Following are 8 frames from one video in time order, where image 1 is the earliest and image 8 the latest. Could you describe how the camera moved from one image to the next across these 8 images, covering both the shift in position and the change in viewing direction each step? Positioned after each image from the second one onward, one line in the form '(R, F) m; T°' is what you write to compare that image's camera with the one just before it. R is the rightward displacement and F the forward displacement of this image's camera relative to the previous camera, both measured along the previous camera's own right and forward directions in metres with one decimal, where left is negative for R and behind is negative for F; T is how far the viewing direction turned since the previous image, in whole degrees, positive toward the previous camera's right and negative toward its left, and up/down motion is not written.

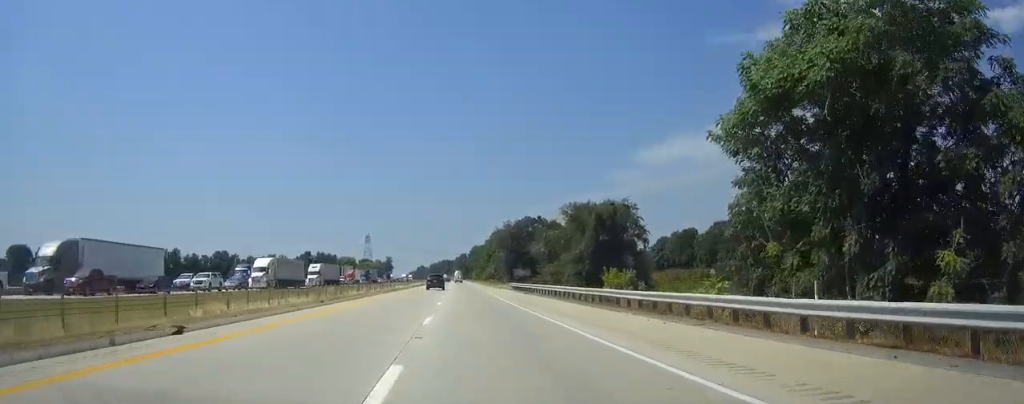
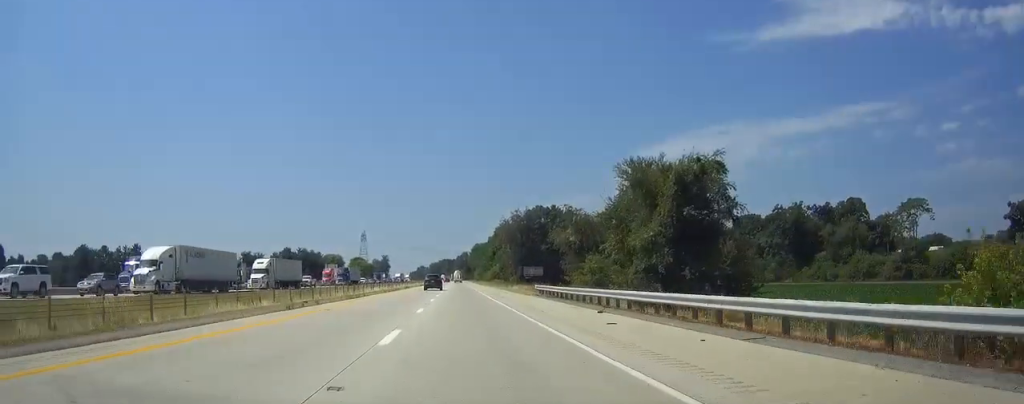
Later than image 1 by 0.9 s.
(-0.1, +30.5) m; 0°
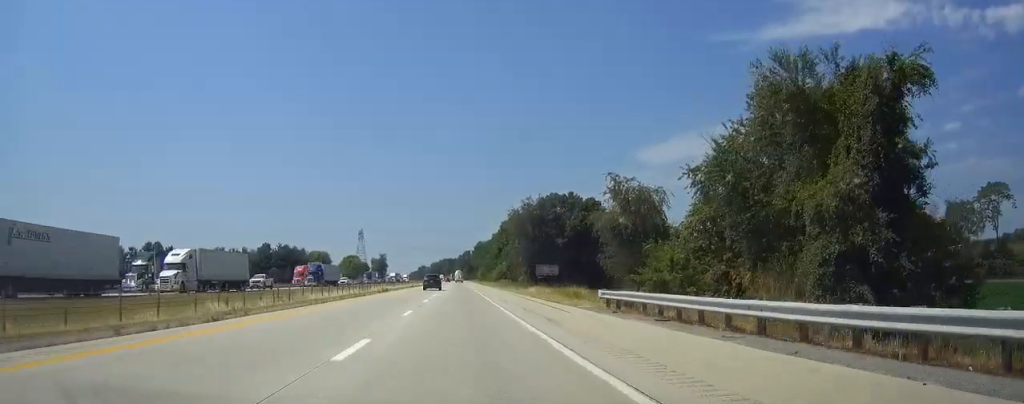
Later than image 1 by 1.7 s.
(0.0, +26.2) m; 0°
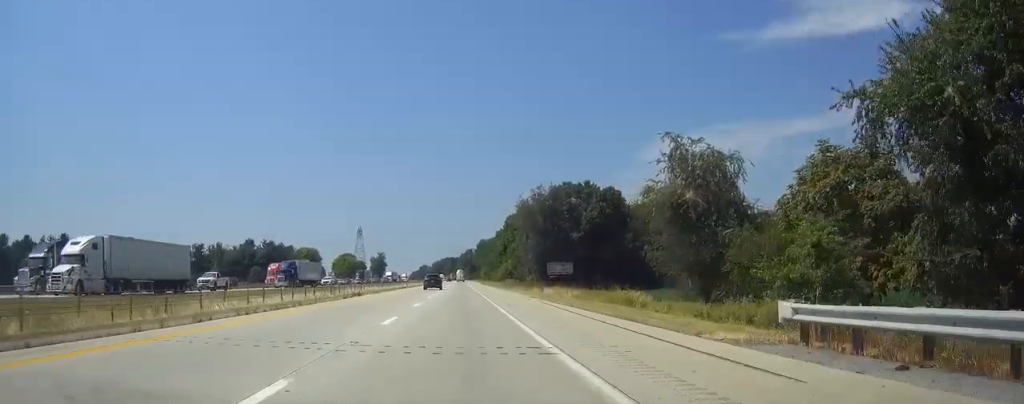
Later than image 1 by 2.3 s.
(0.0, +17.4) m; 0°
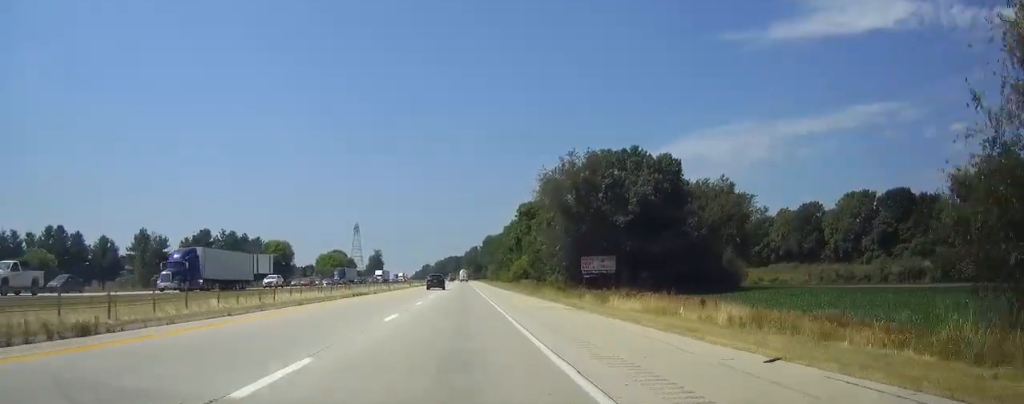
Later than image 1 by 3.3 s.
(-0.1, +34.8) m; -1°
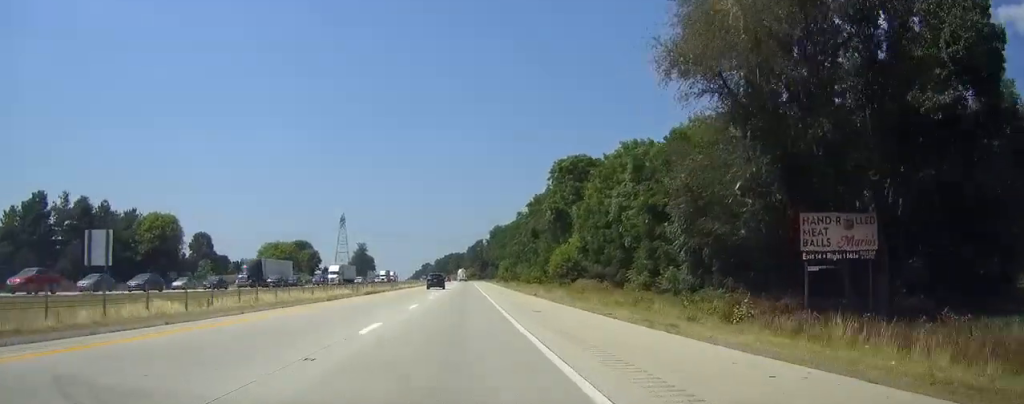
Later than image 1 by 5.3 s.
(-0.4, +65.2) m; 0°
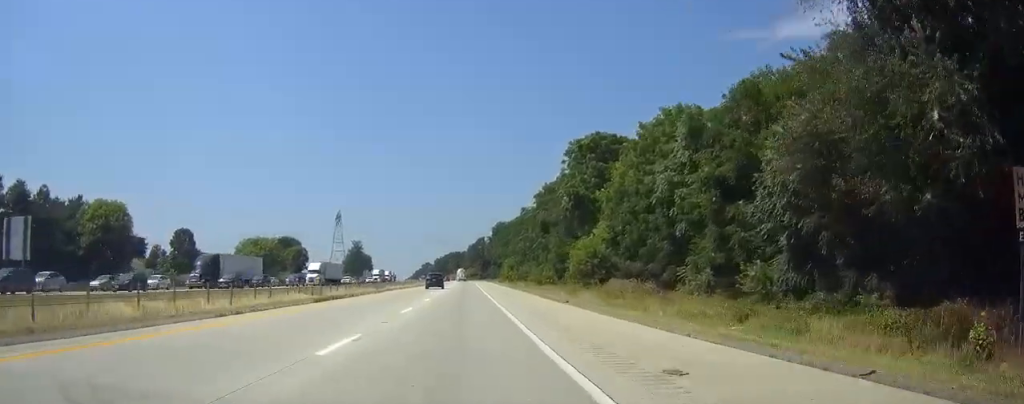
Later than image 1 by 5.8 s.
(0.0, +16.3) m; 0°
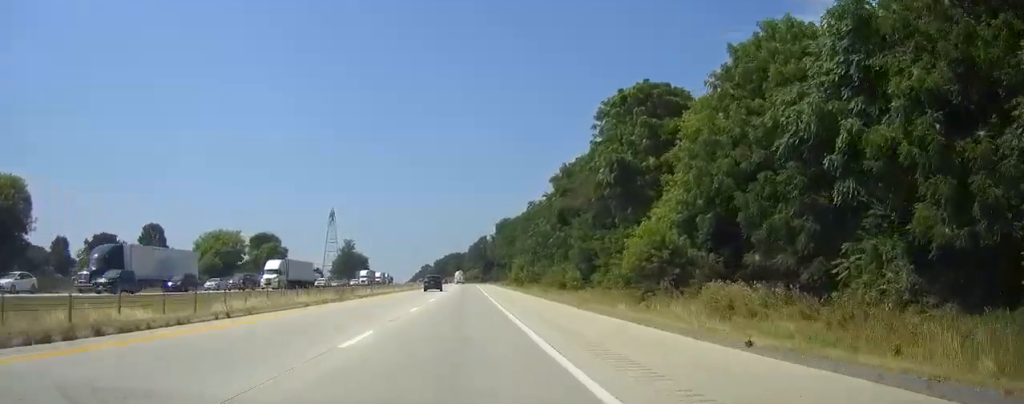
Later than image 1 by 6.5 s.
(+0.1, +22.9) m; 0°
